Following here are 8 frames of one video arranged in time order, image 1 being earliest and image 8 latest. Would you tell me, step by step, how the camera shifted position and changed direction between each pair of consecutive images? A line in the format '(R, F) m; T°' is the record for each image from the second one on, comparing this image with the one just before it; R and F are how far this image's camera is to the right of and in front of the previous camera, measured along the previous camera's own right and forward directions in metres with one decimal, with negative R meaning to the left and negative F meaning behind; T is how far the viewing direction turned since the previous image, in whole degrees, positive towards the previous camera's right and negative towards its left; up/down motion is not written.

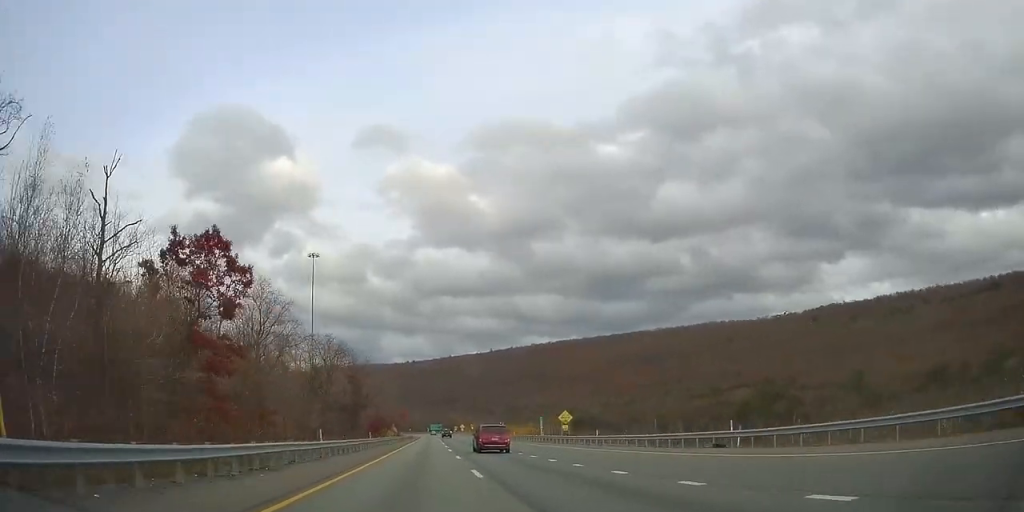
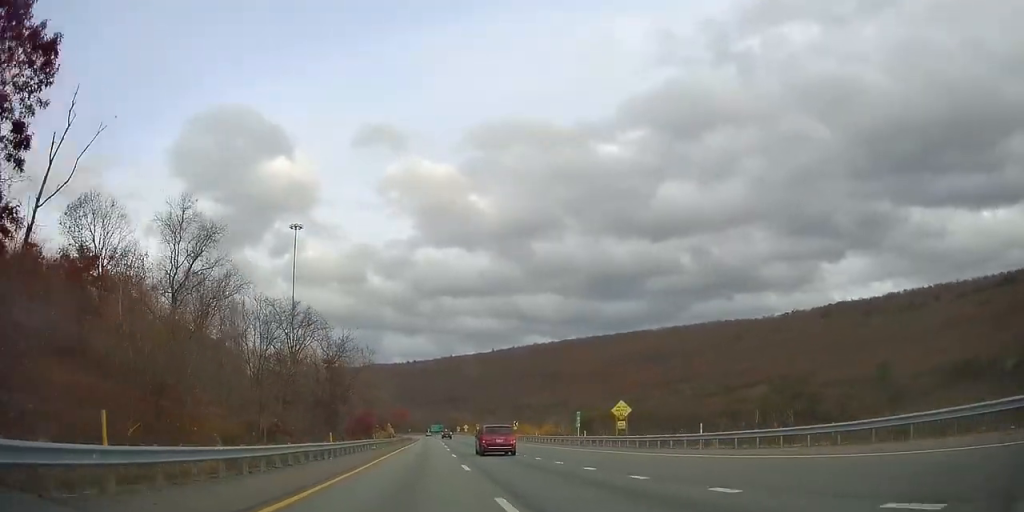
(0.0, +19.9) m; 0°
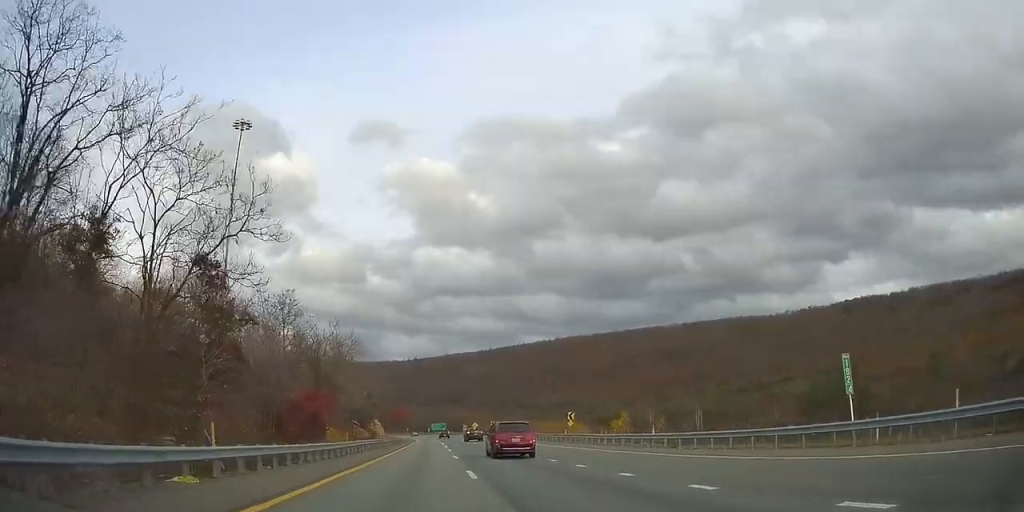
(+0.1, +40.7) m; +1°
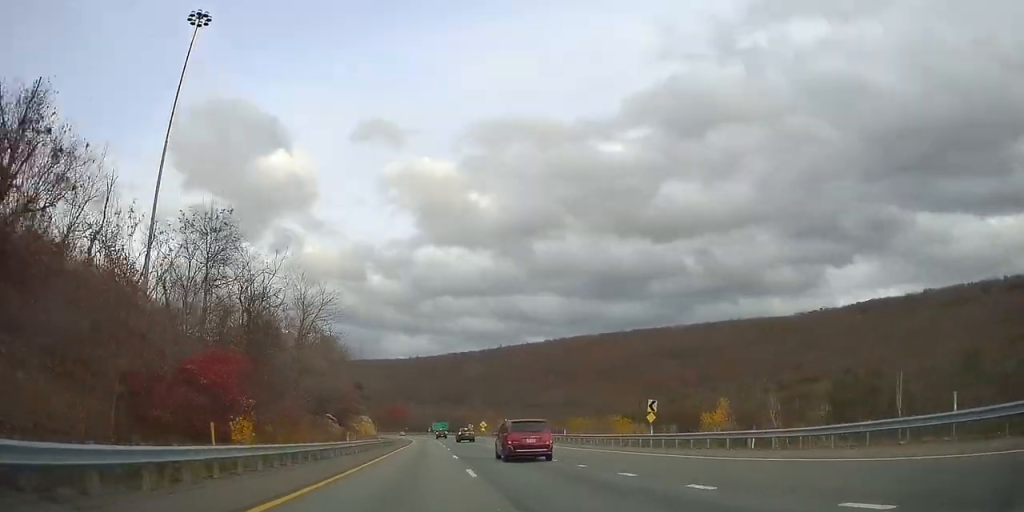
(+0.1, +23.0) m; 0°
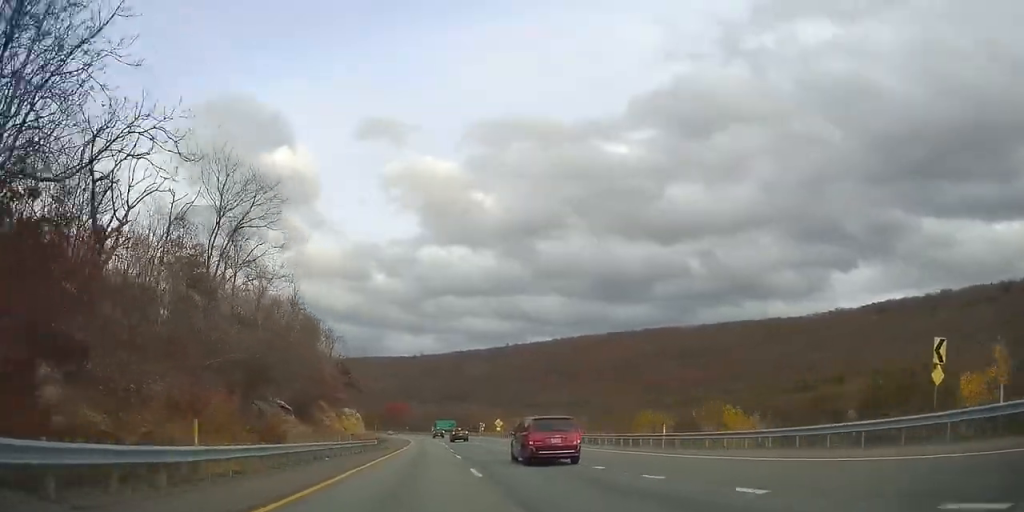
(+0.3, +24.4) m; 0°
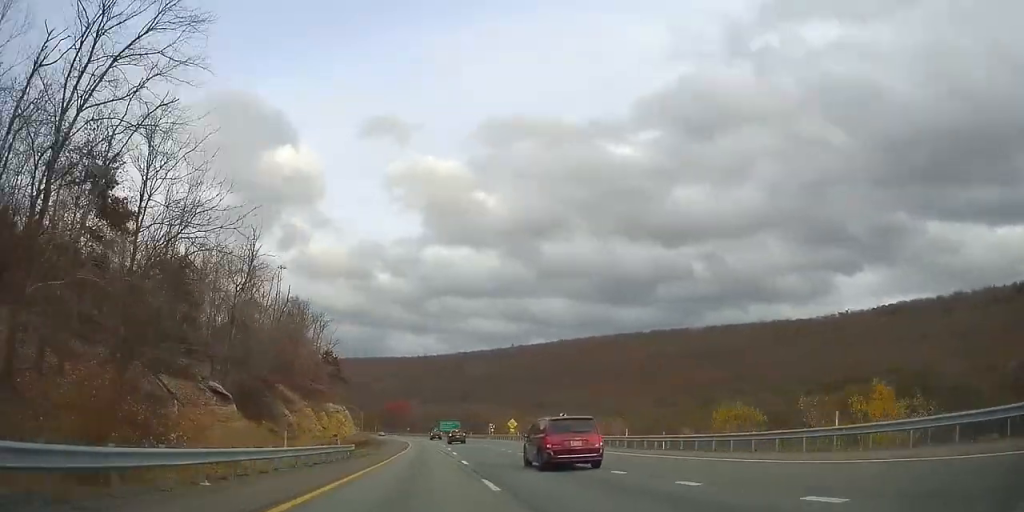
(-0.2, +15.4) m; -1°
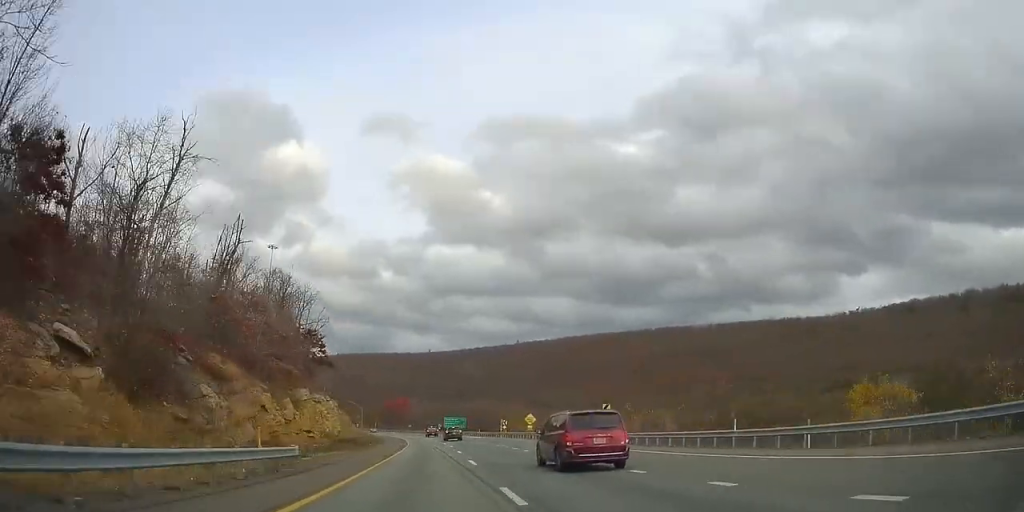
(-0.1, +14.9) m; 0°
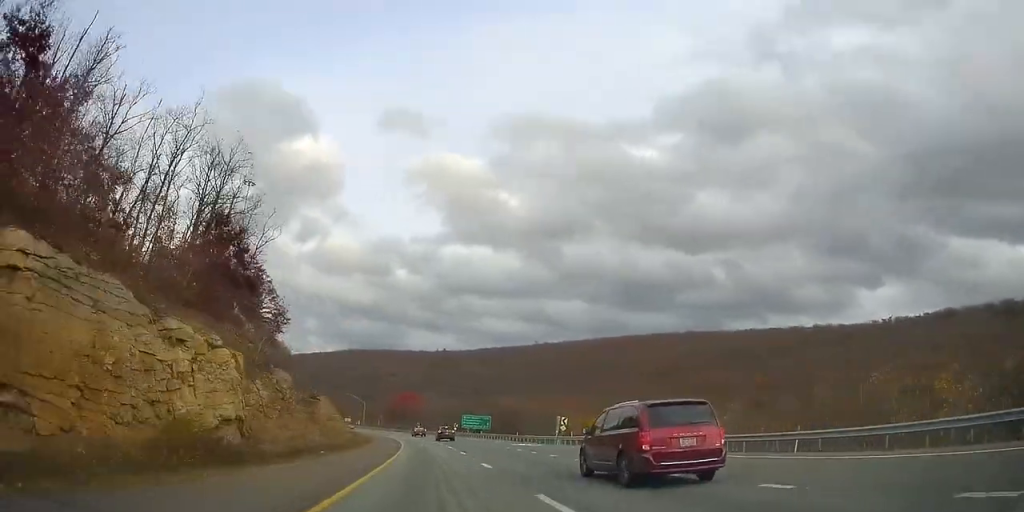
(-0.4, +38.1) m; -2°
